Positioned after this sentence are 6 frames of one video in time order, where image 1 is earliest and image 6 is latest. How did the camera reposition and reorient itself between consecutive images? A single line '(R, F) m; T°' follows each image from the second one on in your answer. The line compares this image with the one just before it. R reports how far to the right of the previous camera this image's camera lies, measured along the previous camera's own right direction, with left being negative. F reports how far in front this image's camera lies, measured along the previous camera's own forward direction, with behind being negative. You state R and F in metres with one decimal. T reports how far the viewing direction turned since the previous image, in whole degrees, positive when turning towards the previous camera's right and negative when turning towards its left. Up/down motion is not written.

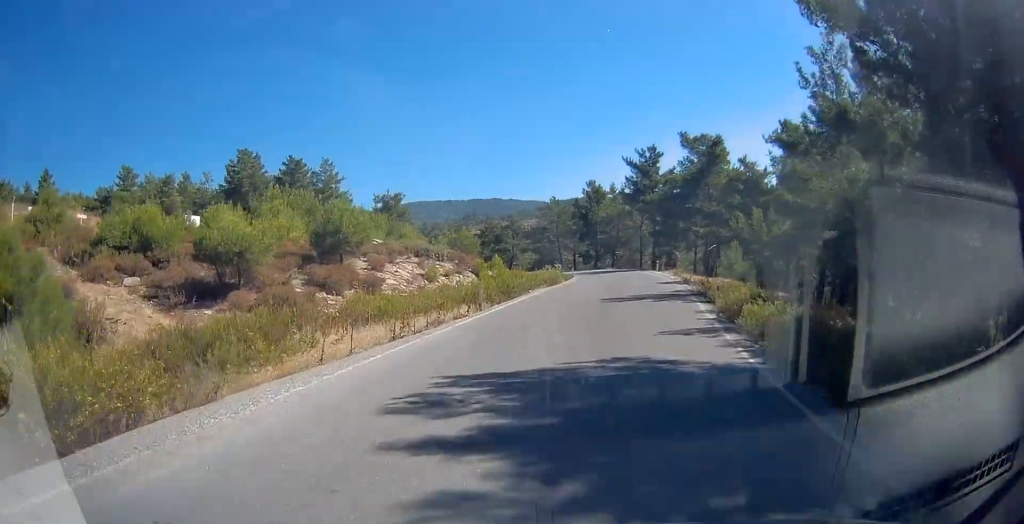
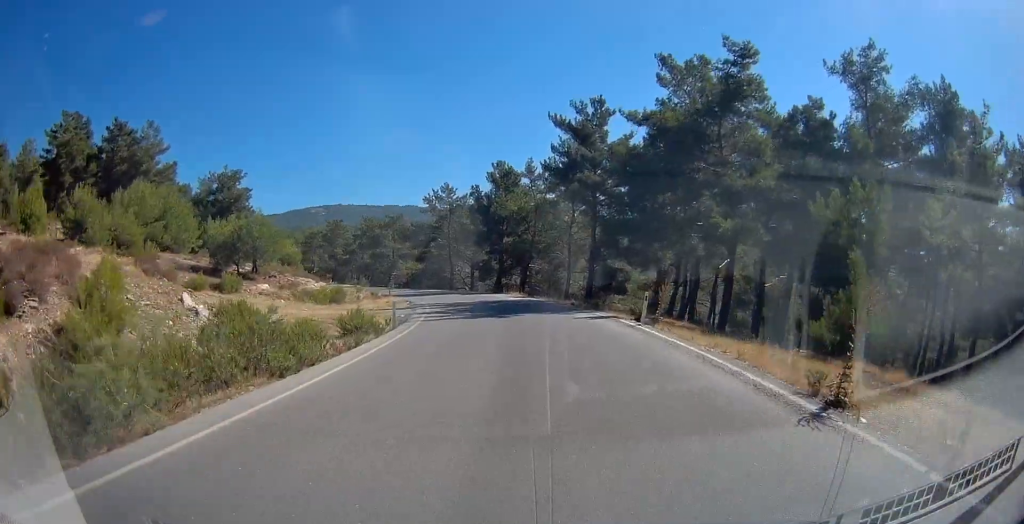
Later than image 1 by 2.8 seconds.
(+3.5, +31.3) m; +8°
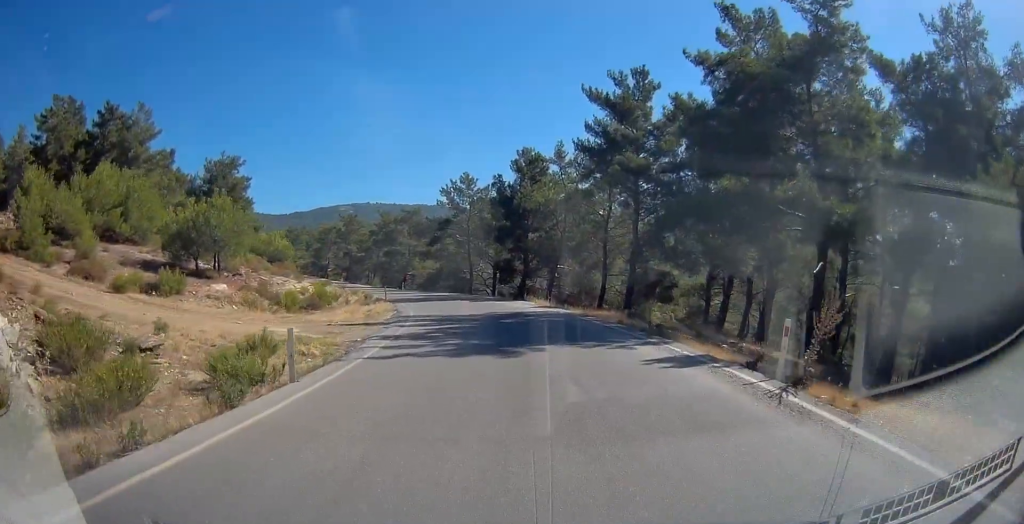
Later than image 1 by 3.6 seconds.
(-0.1, +8.4) m; -2°
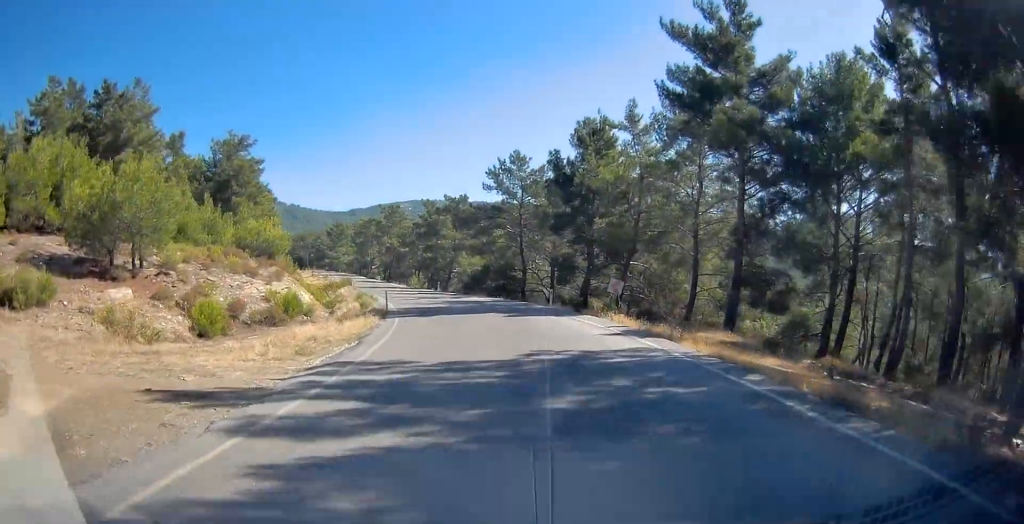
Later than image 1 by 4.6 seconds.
(-0.3, +11.5) m; -5°
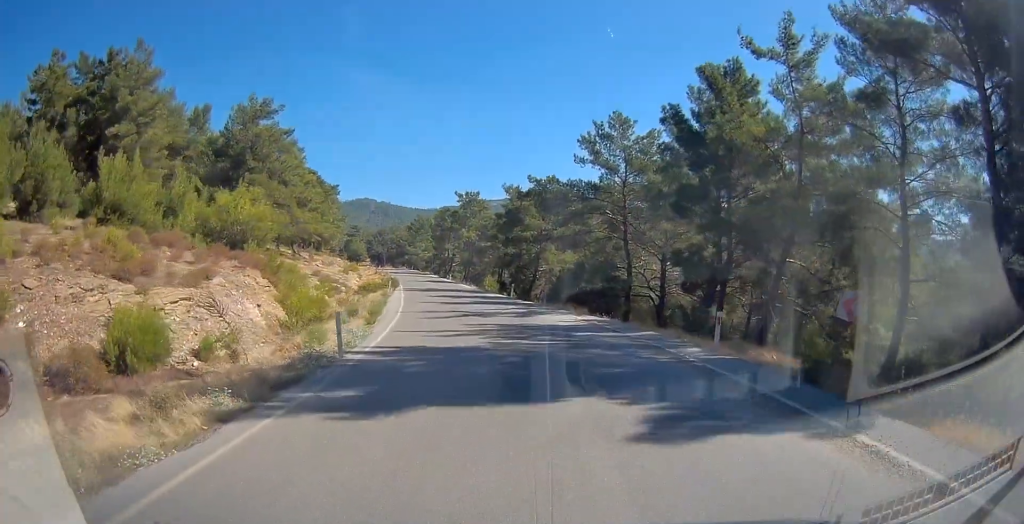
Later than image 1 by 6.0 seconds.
(-0.9, +14.2) m; -9°
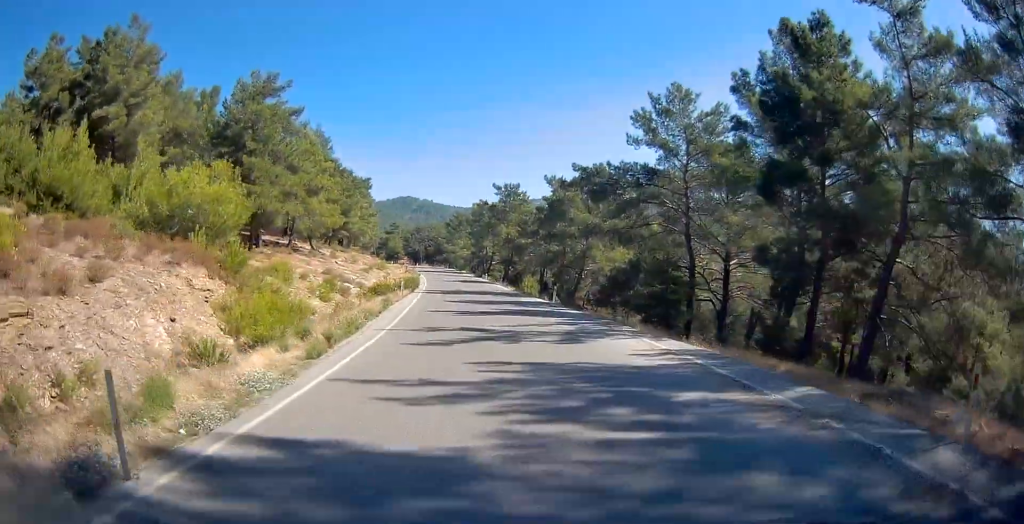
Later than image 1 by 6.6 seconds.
(-0.4, +6.9) m; -5°
